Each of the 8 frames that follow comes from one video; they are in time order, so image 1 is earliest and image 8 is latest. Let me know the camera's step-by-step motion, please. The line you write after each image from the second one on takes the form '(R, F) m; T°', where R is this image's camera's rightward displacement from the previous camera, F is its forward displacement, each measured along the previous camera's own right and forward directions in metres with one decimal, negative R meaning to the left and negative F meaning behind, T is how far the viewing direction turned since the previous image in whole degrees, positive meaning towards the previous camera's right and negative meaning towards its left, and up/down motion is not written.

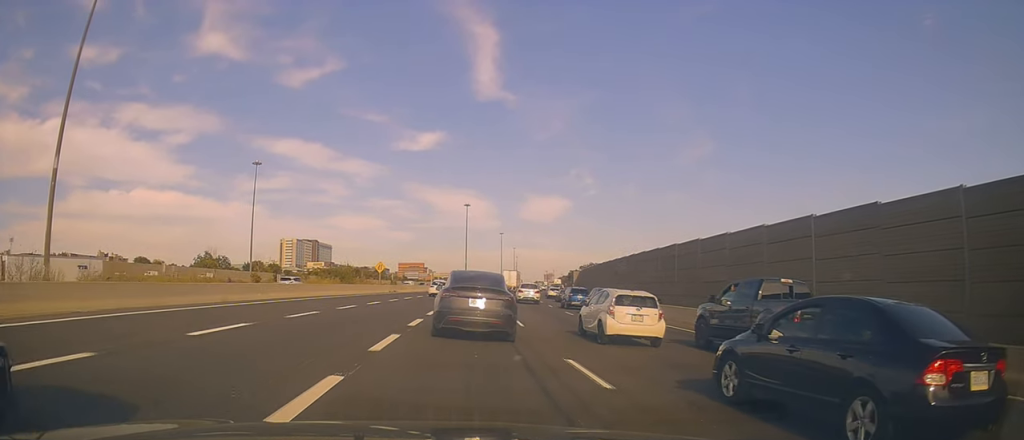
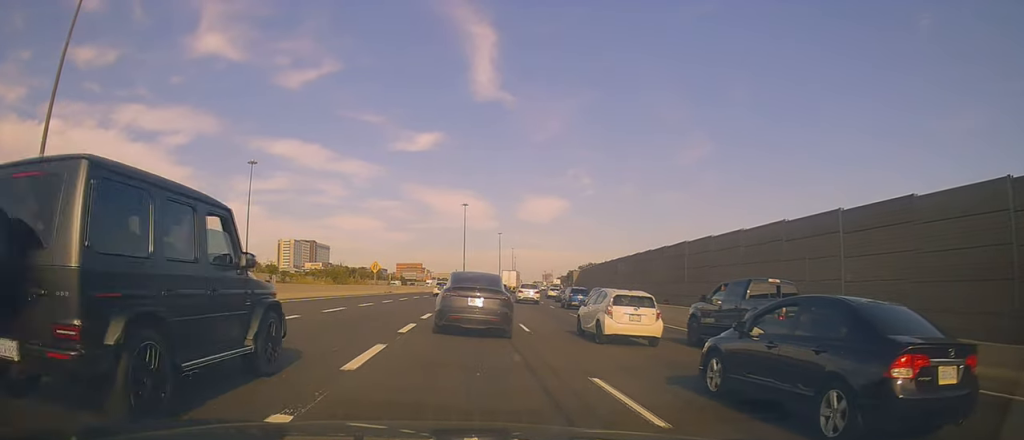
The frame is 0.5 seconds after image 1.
(+0.1, +1.9) m; 0°
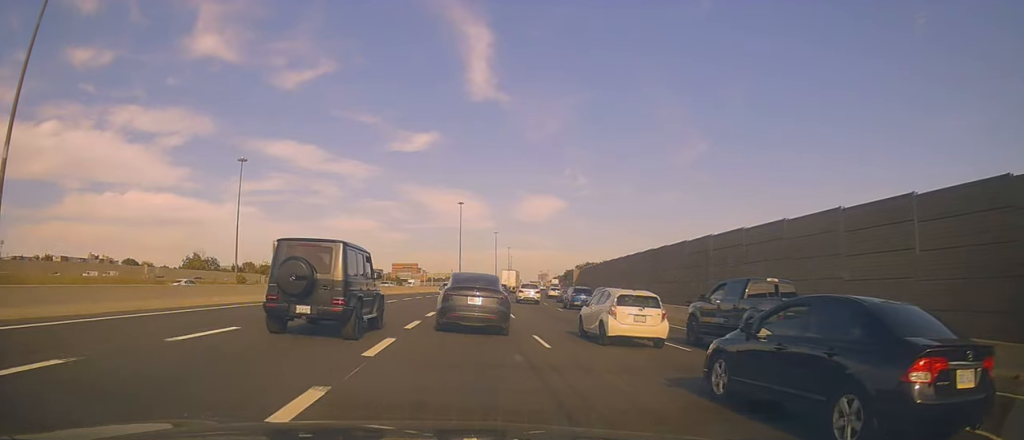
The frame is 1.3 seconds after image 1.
(0.0, +3.7) m; +2°
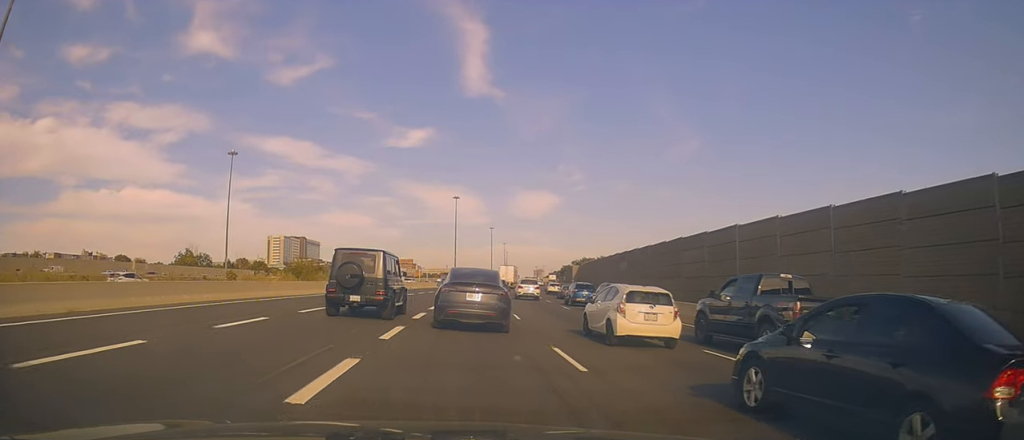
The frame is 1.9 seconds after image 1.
(-0.1, +3.0) m; +1°
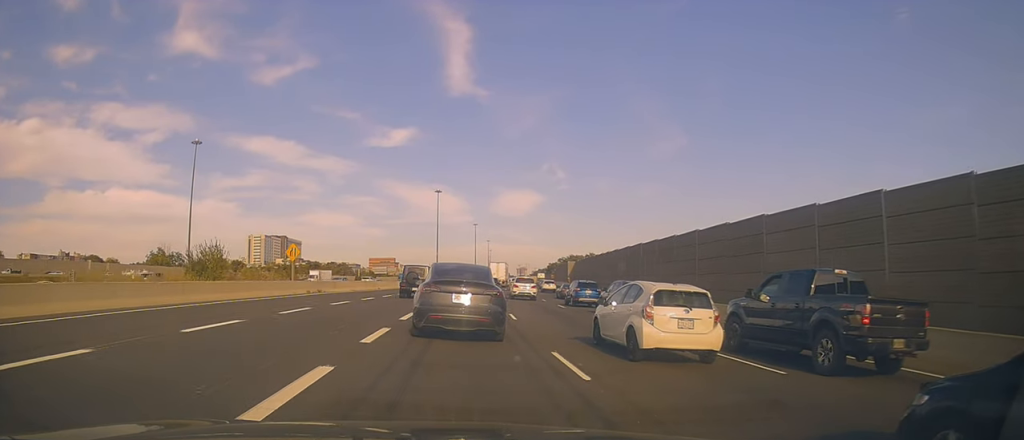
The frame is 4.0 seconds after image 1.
(-0.6, +13.2) m; -4°
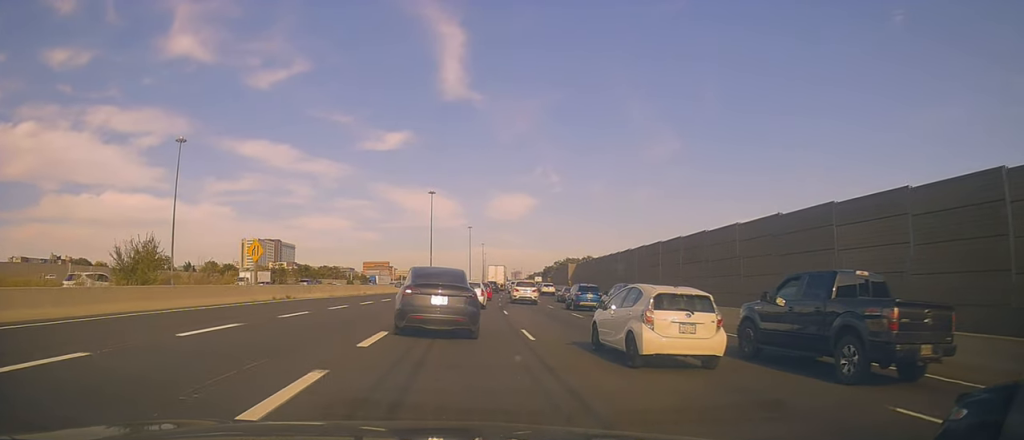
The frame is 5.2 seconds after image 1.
(+0.3, +7.4) m; +4°
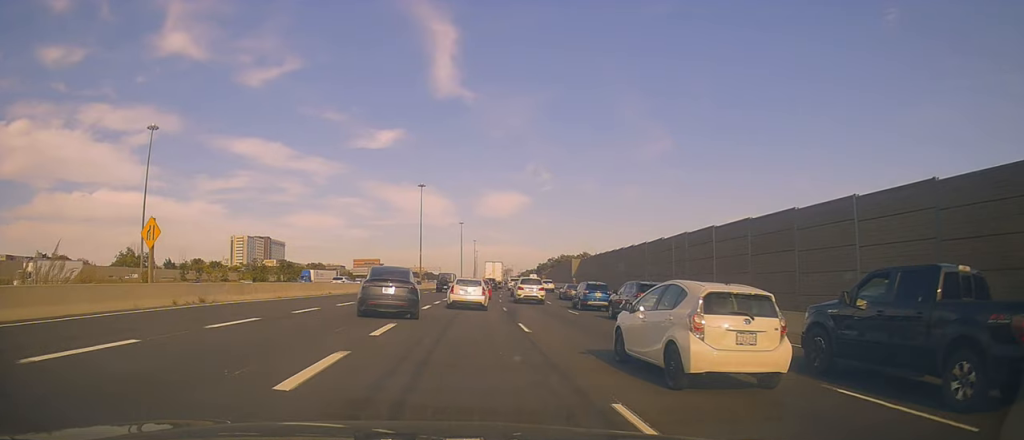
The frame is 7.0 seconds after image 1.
(+0.1, +10.3) m; -4°
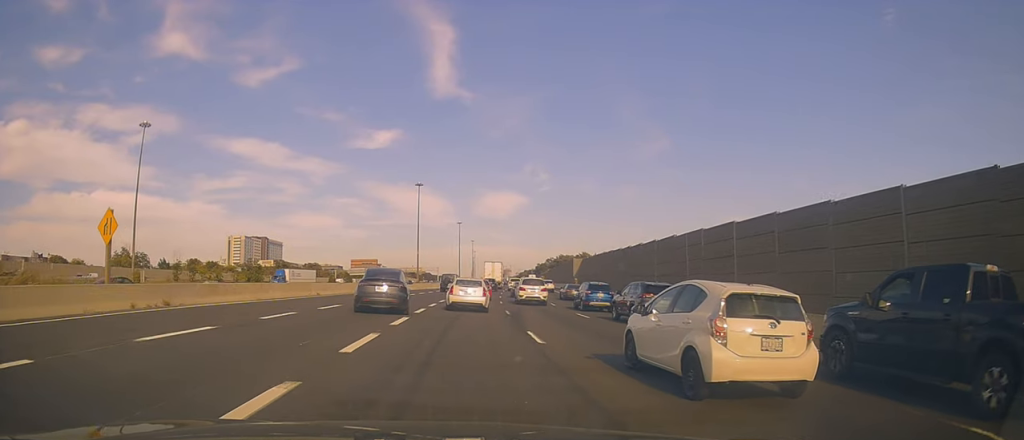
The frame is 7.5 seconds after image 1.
(-0.4, +3.0) m; -2°
